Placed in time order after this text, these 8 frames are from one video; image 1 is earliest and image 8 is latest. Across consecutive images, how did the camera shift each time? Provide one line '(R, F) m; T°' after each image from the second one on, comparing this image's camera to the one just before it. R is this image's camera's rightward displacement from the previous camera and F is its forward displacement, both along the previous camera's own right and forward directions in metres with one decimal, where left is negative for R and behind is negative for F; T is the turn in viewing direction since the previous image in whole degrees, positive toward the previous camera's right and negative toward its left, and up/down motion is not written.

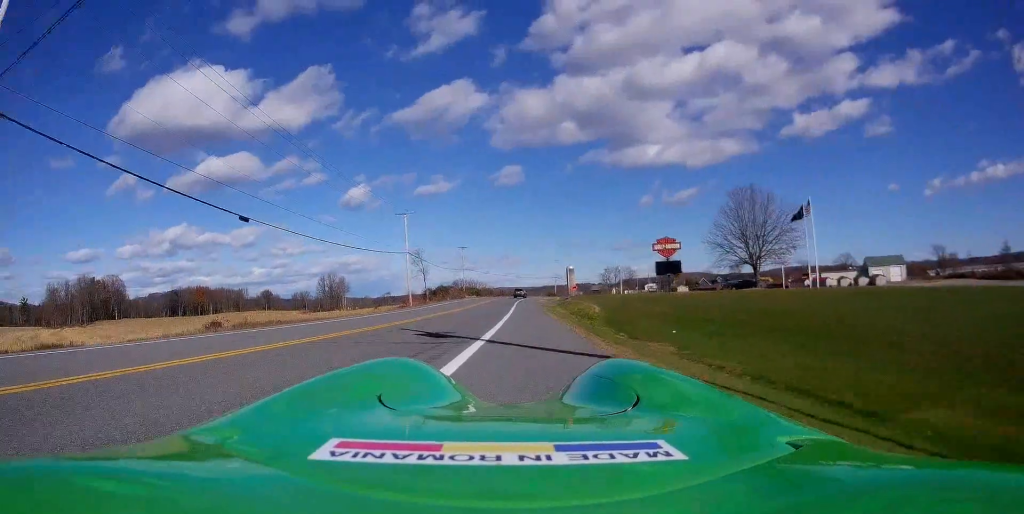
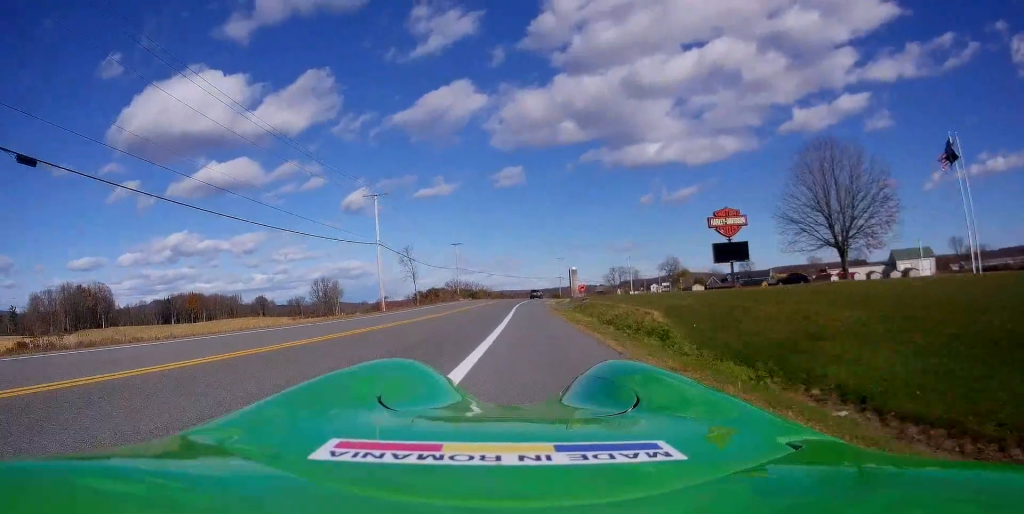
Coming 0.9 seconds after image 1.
(+0.1, +14.7) m; +1°
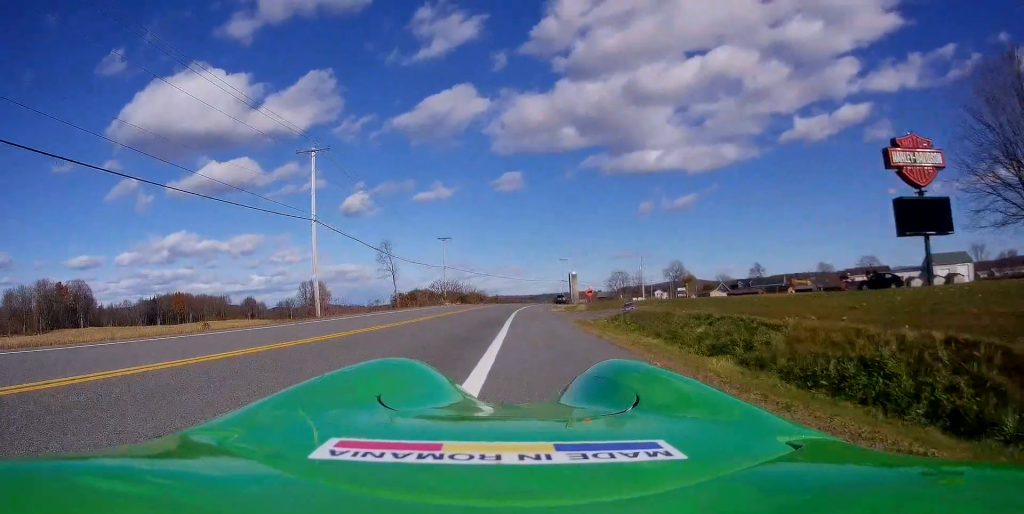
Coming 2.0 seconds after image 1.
(+0.1, +18.1) m; 0°
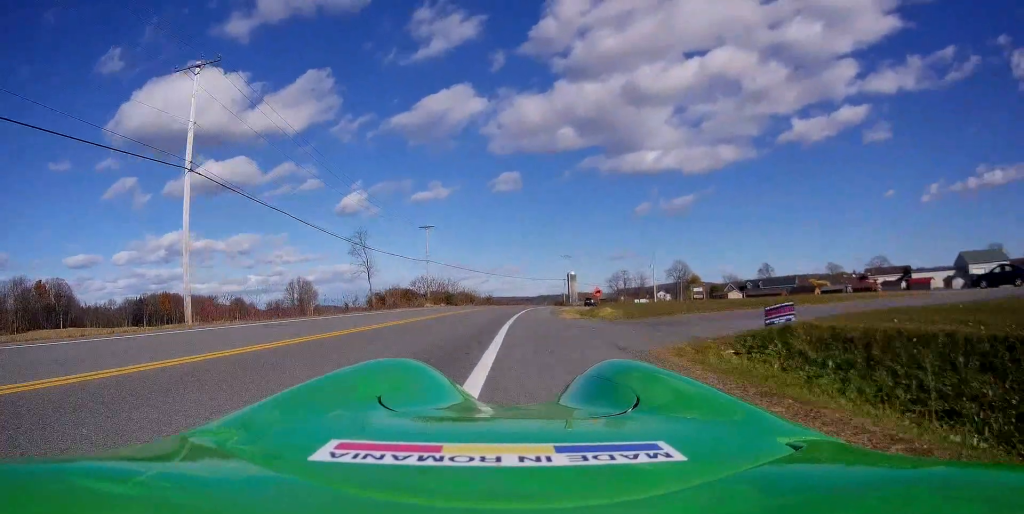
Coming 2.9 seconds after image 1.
(-0.1, +15.3) m; 0°
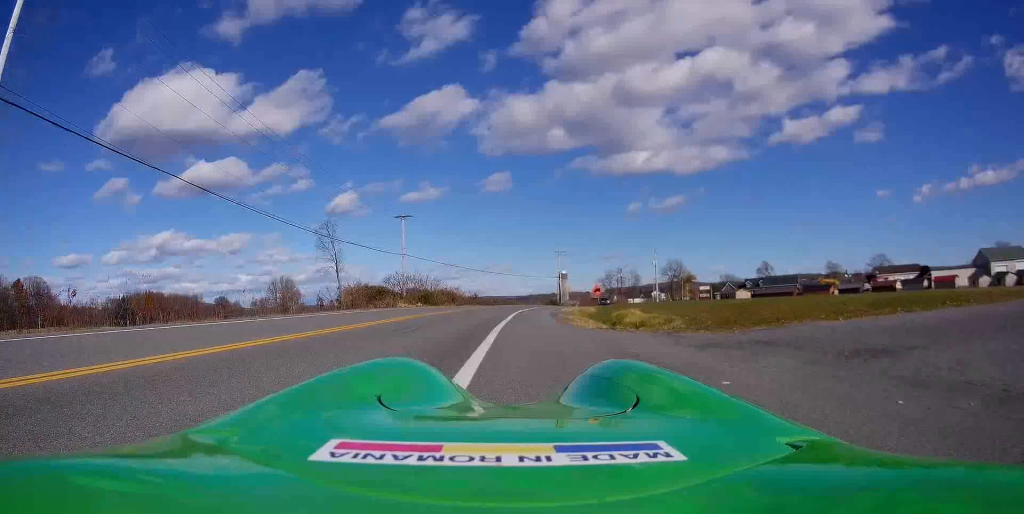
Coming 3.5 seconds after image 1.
(+0.4, +11.1) m; 0°
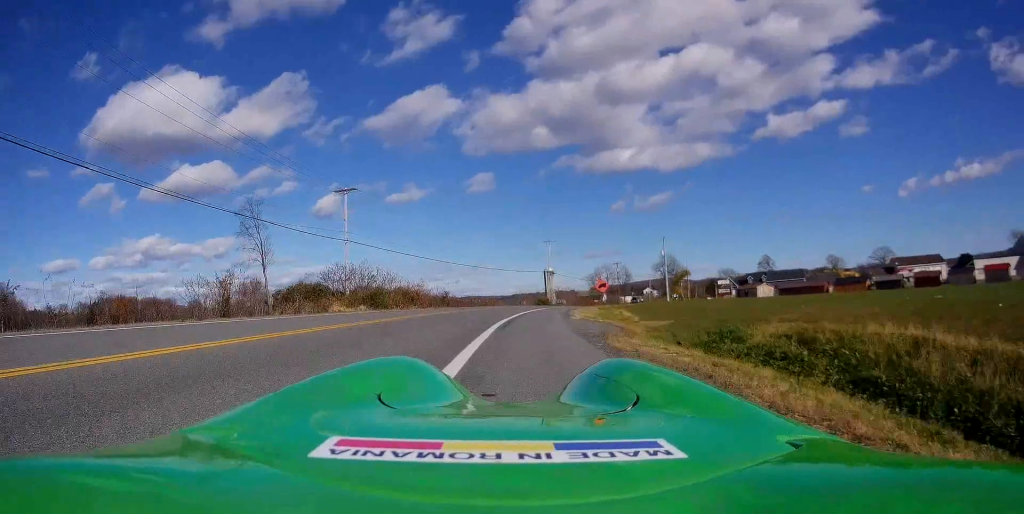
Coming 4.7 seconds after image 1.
(-0.5, +19.3) m; +1°
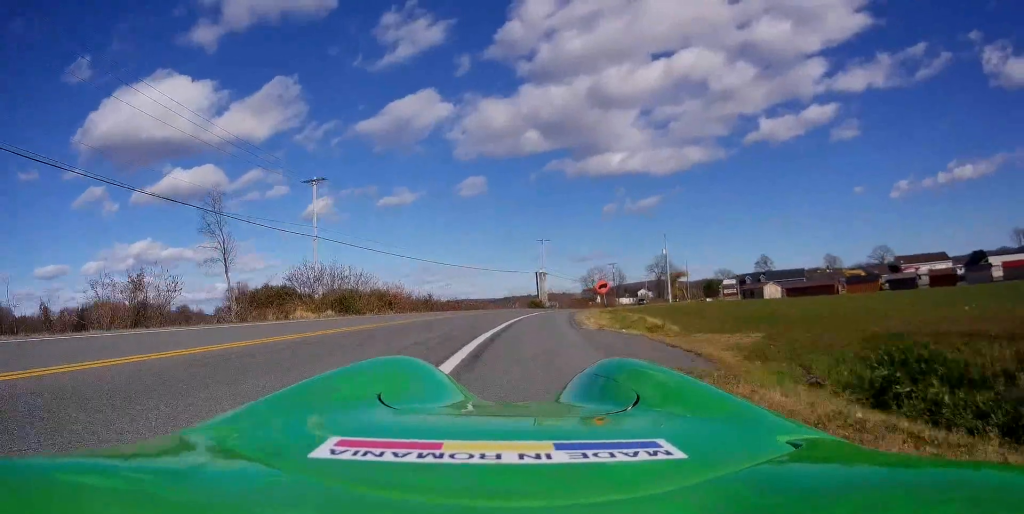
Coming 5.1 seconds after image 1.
(+0.2, +6.8) m; +2°
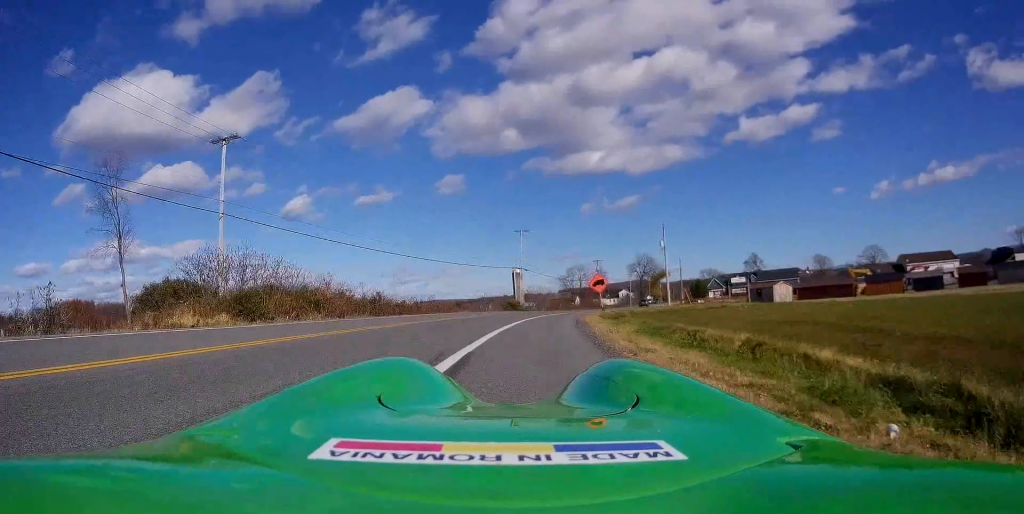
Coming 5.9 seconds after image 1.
(+0.4, +12.9) m; +3°
